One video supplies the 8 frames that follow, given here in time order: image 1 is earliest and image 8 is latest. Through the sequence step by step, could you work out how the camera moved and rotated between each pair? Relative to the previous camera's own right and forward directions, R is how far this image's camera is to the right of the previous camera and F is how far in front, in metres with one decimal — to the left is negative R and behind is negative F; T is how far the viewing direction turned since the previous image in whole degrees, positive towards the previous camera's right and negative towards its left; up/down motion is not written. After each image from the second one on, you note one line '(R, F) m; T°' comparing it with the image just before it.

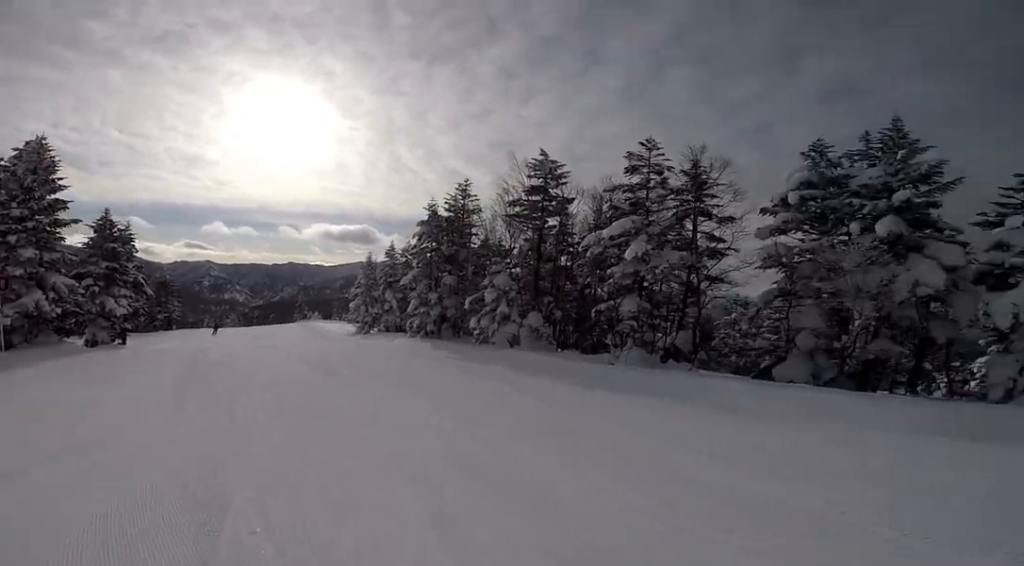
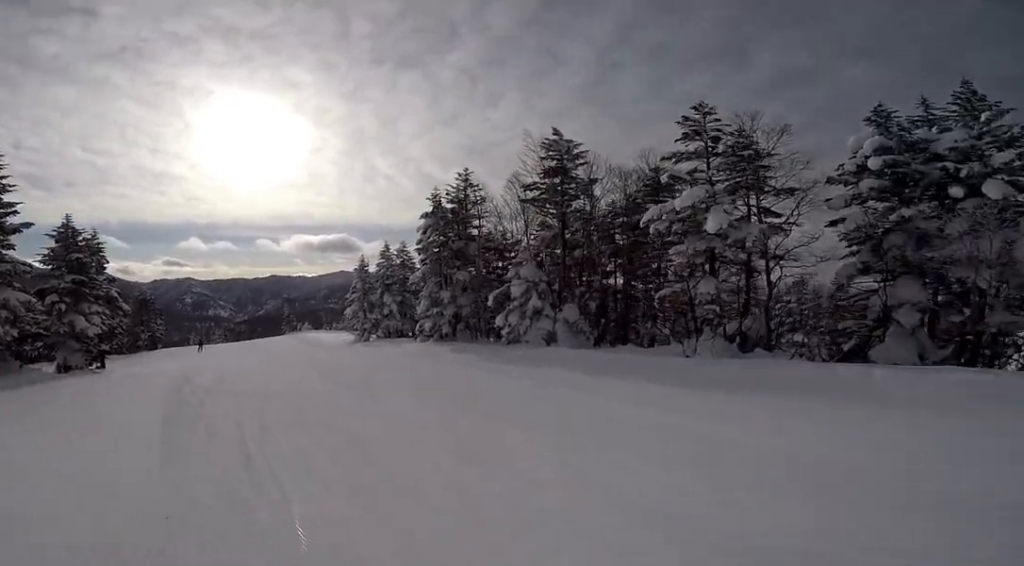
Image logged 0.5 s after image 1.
(-0.5, +3.1) m; +4°
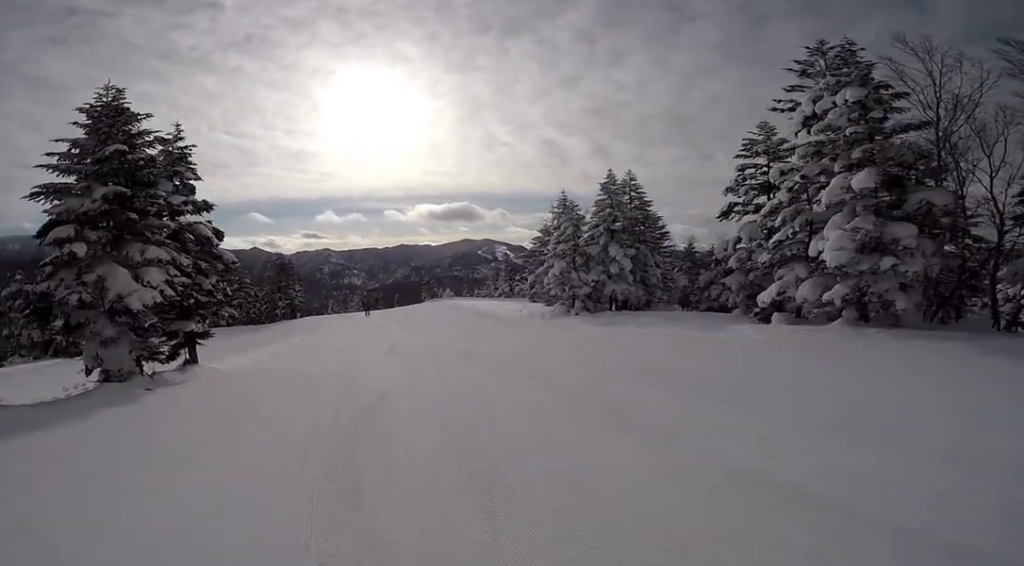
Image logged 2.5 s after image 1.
(+2.0, +13.4) m; +2°
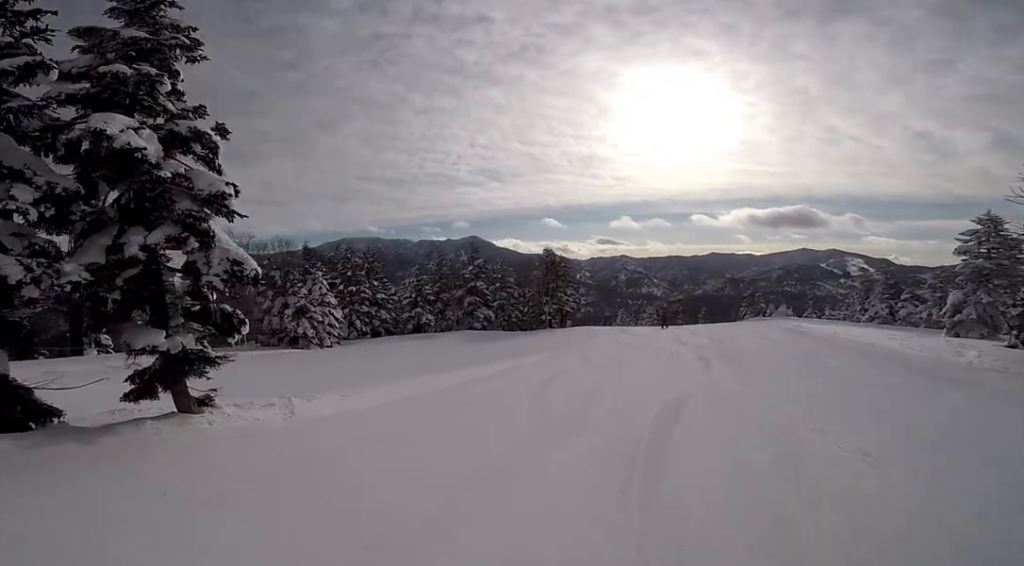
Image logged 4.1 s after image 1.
(-2.6, +11.0) m; -20°
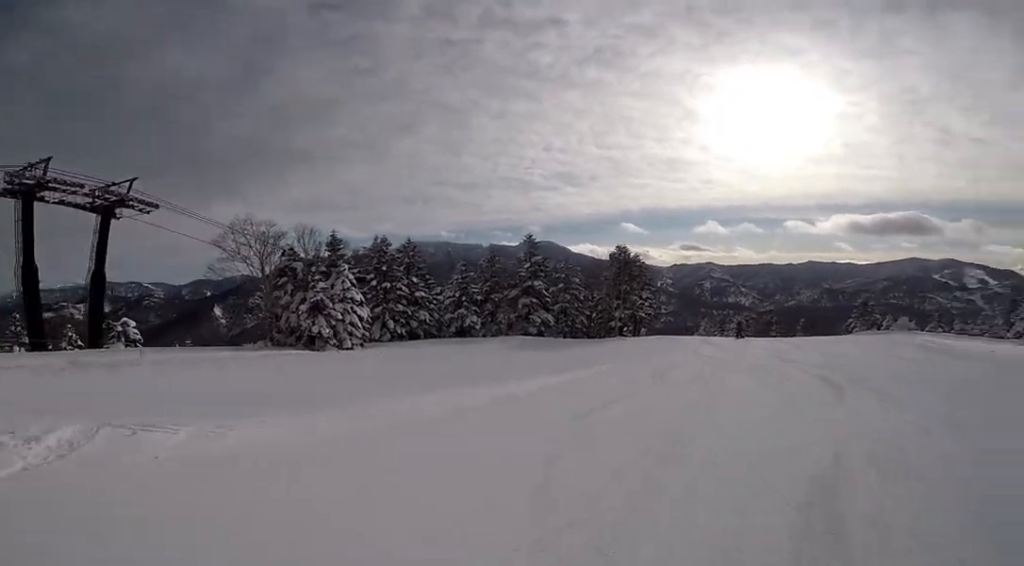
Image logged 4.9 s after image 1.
(-0.6, +5.8) m; +8°
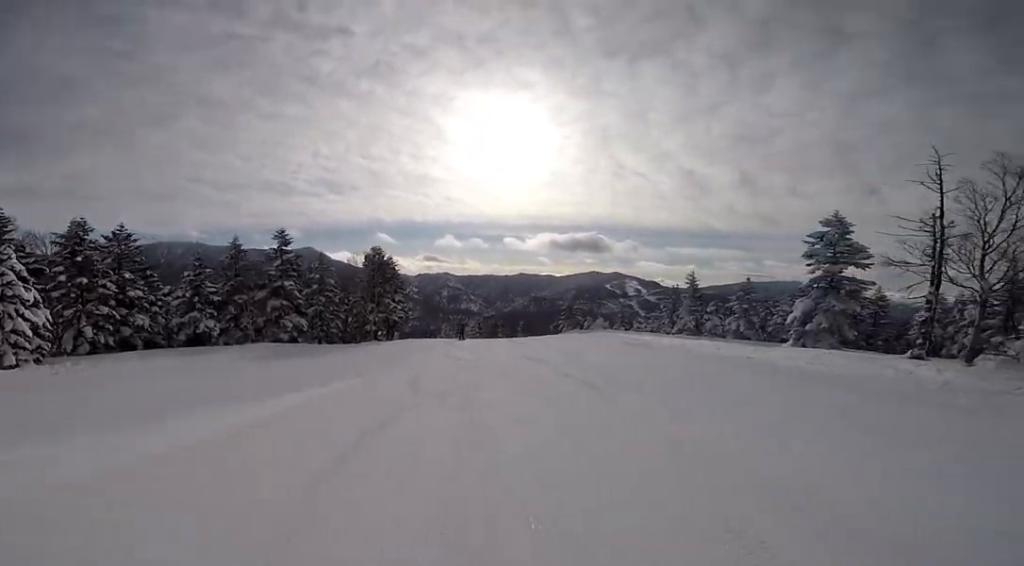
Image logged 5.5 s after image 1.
(+0.9, +4.2) m; +8°
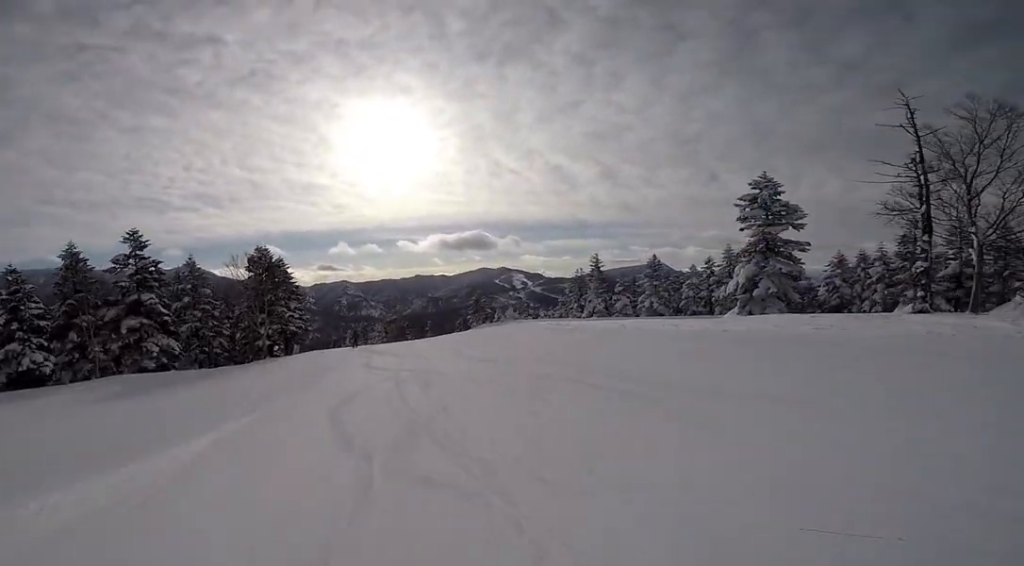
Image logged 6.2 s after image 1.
(+0.7, +5.6) m; +4°
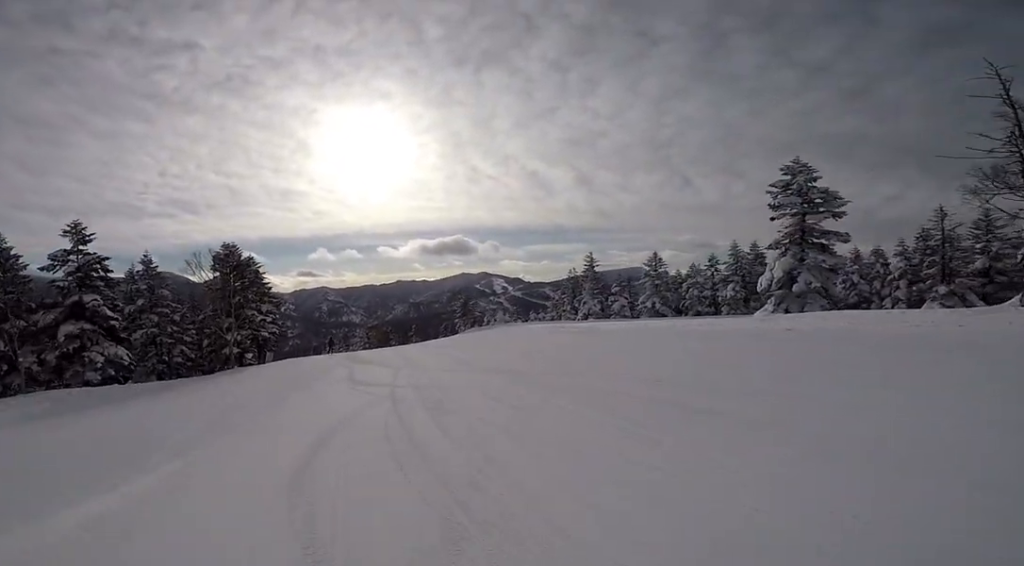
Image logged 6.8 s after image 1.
(+0.1, +3.8) m; -4°
